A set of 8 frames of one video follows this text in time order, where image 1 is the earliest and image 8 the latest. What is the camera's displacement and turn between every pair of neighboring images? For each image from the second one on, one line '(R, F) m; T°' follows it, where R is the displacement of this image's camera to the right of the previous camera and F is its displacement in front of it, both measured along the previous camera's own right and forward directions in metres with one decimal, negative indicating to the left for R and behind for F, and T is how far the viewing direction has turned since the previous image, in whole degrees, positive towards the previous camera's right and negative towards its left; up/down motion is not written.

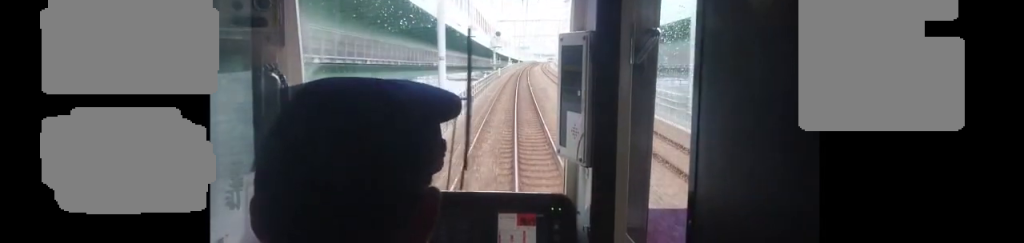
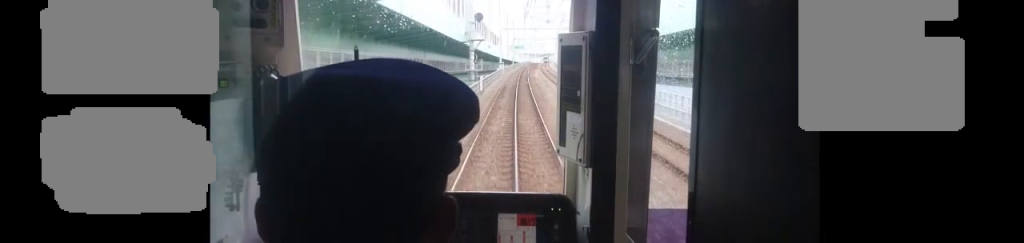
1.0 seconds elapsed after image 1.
(+0.5, +25.4) m; +2°
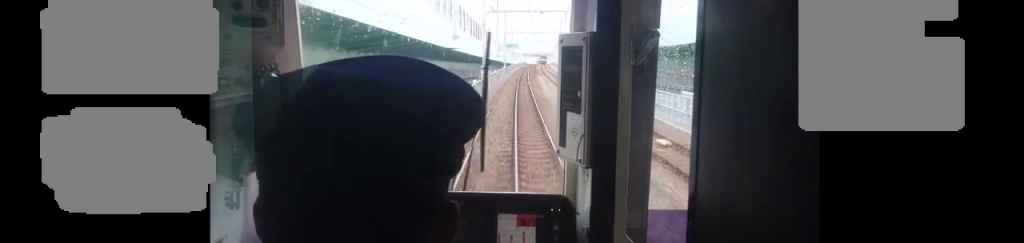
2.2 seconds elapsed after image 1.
(+0.3, +28.6) m; 0°
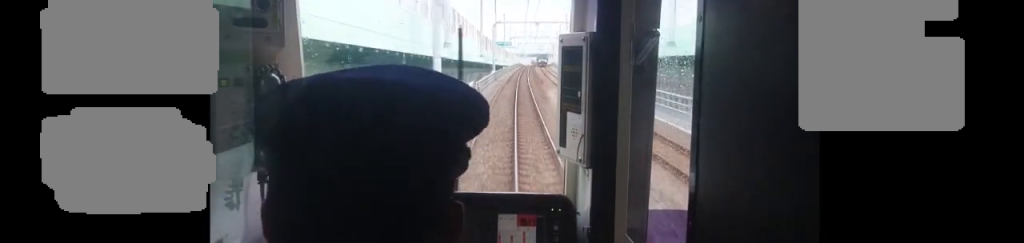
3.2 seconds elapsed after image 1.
(-0.2, +25.2) m; -1°
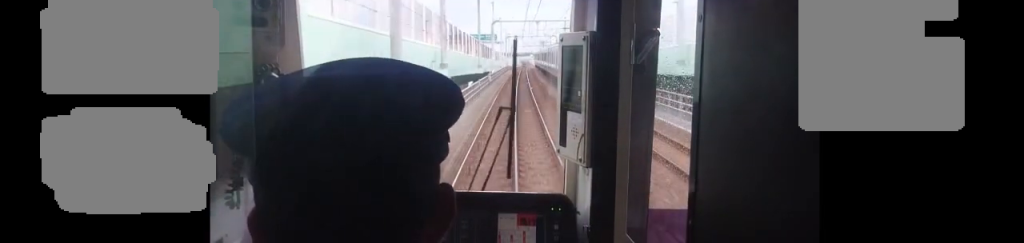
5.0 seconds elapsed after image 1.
(-0.3, +46.7) m; 0°
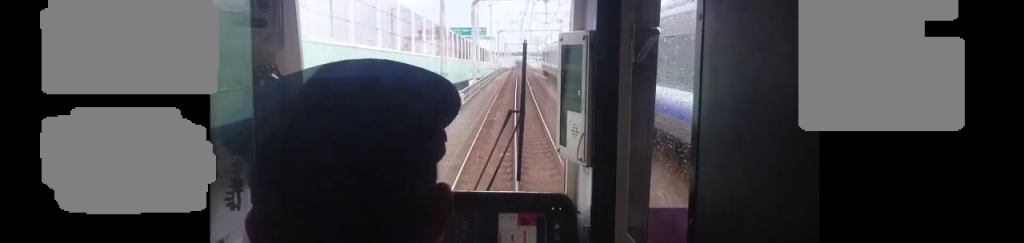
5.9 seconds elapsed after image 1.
(+0.3, +23.2) m; +1°
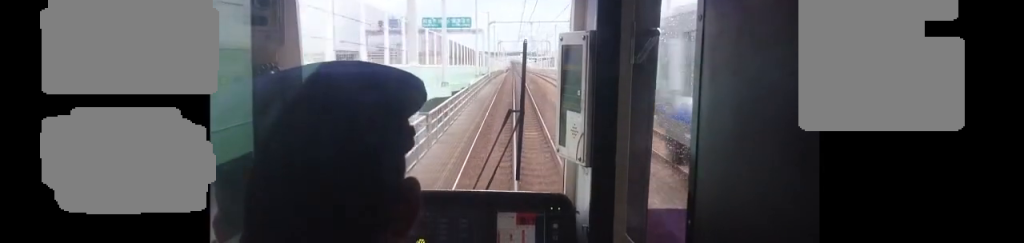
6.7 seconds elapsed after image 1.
(0.0, +22.1) m; 0°
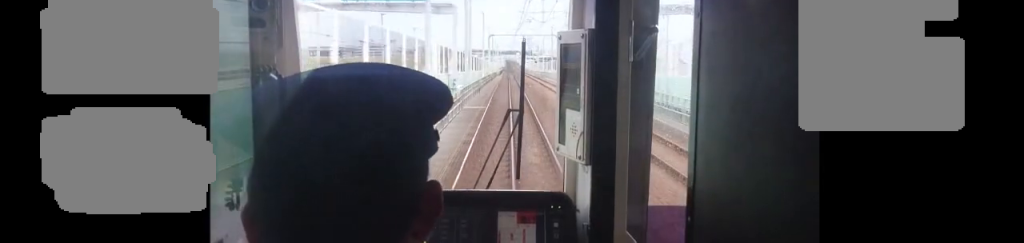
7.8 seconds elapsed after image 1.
(-0.1, +28.0) m; +1°
